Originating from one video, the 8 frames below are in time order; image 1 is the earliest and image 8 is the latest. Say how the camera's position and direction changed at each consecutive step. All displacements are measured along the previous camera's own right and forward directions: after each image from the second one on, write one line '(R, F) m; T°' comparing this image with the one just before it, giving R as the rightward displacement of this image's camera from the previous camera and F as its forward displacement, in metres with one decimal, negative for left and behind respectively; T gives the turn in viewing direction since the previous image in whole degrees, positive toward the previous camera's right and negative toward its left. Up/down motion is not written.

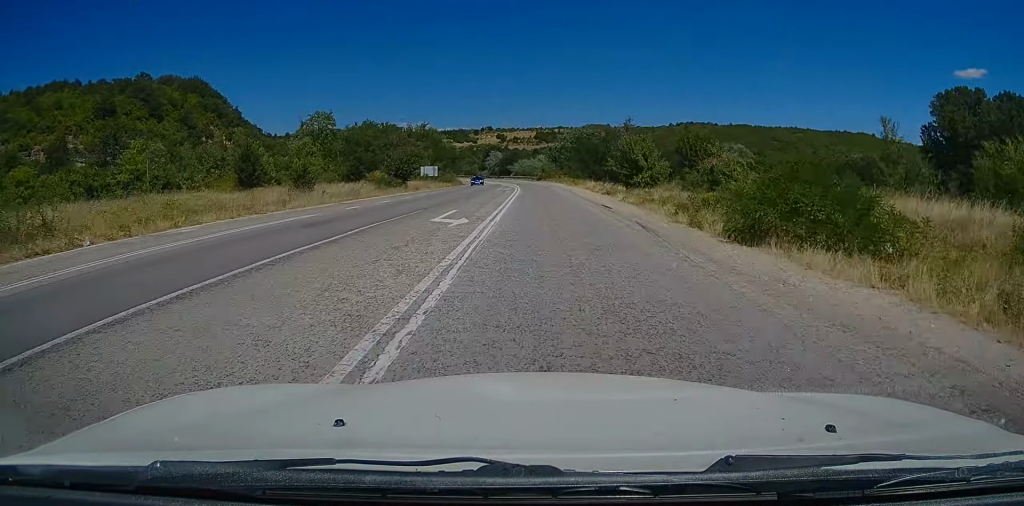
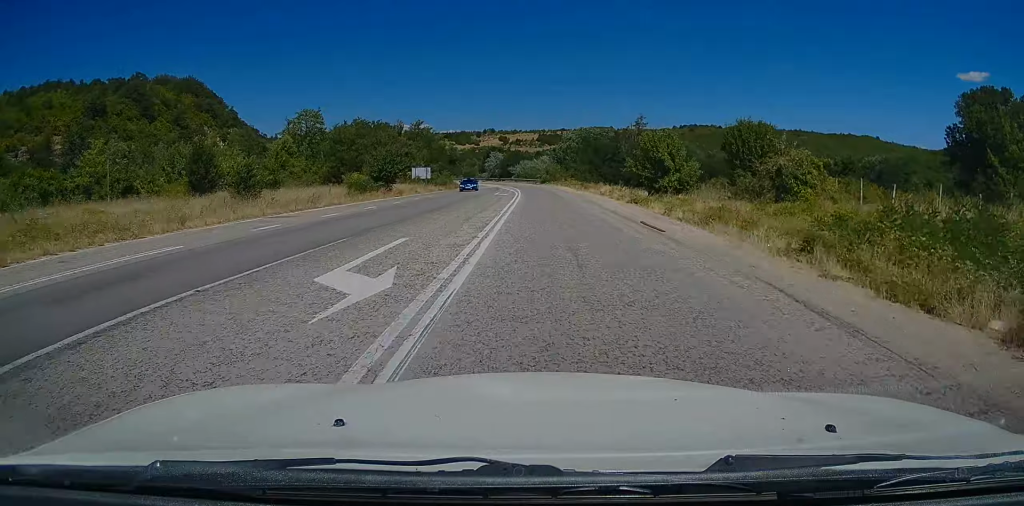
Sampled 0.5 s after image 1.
(-0.1, +9.4) m; 0°
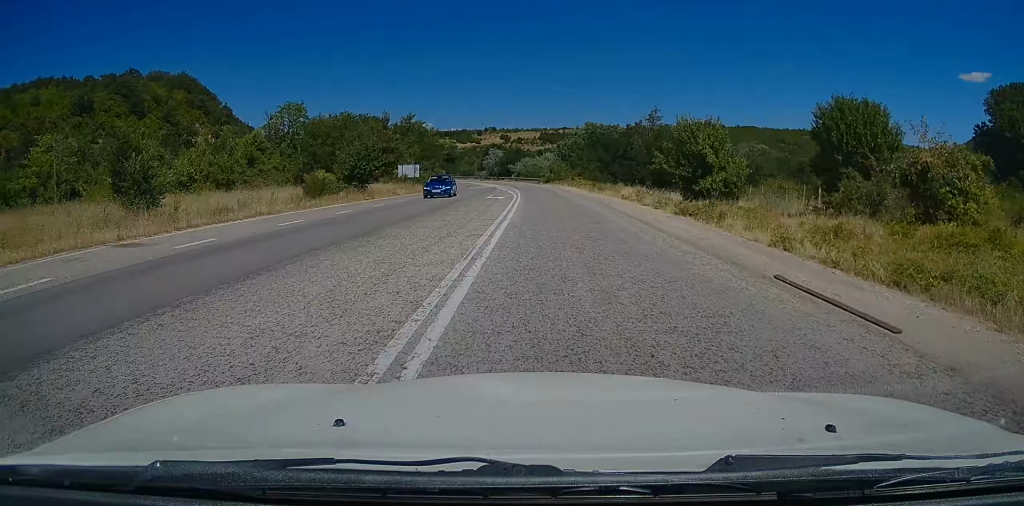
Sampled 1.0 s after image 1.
(-0.1, +10.0) m; 0°
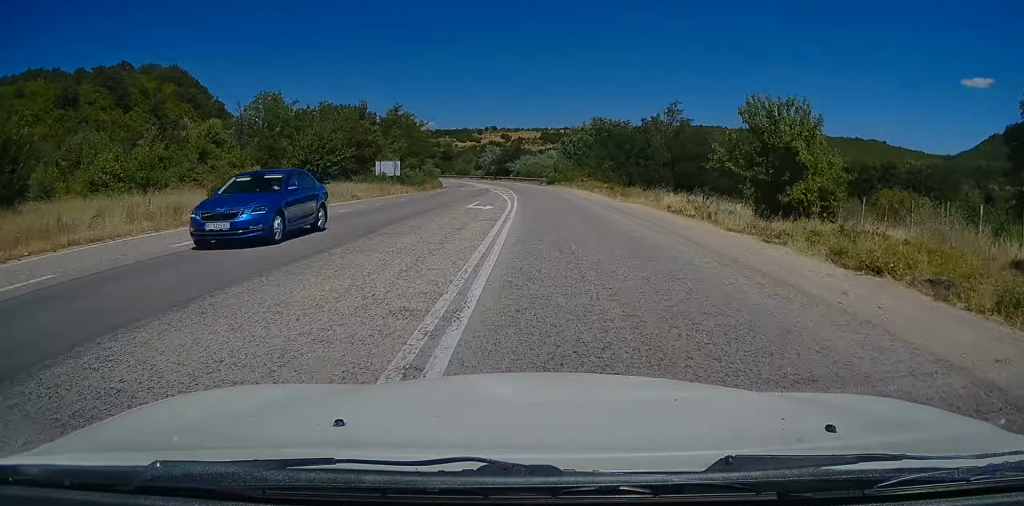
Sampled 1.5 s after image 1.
(0.0, +11.8) m; 0°
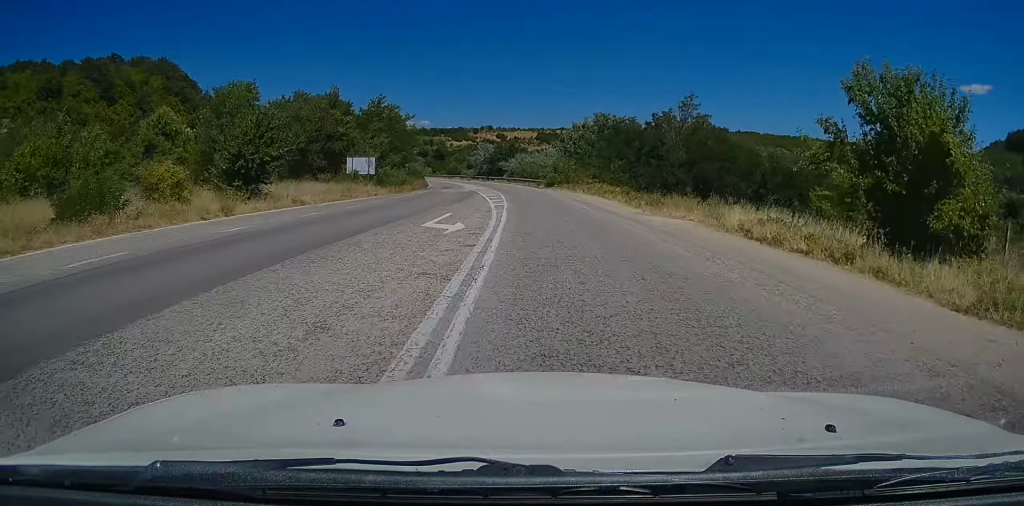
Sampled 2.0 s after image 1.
(0.0, +9.1) m; 0°
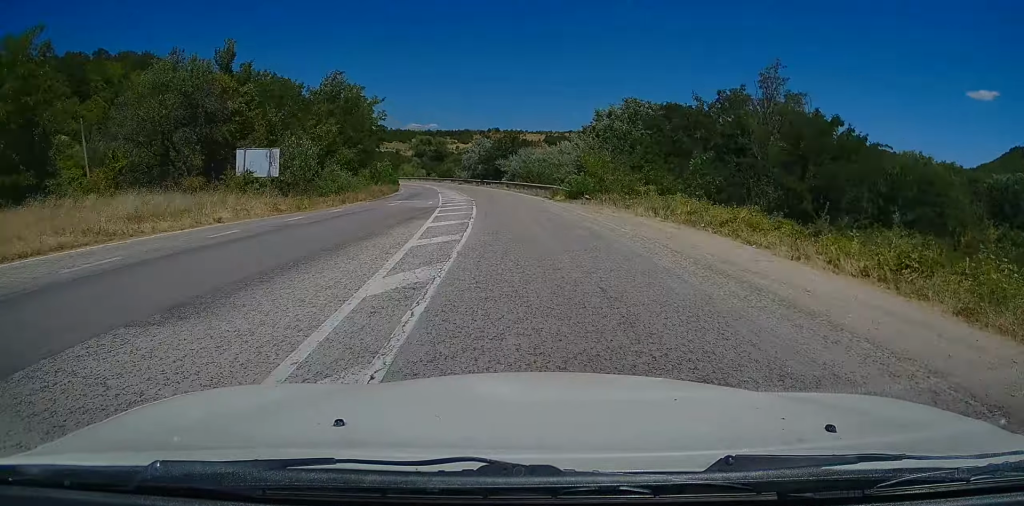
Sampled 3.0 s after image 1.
(-0.2, +23.5) m; -1°
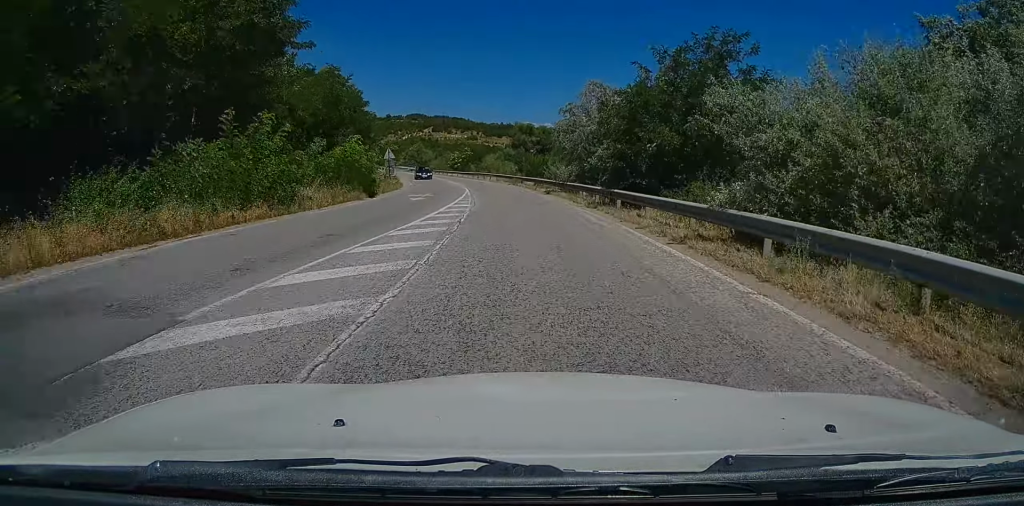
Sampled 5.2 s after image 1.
(-1.5, +51.2) m; -6°
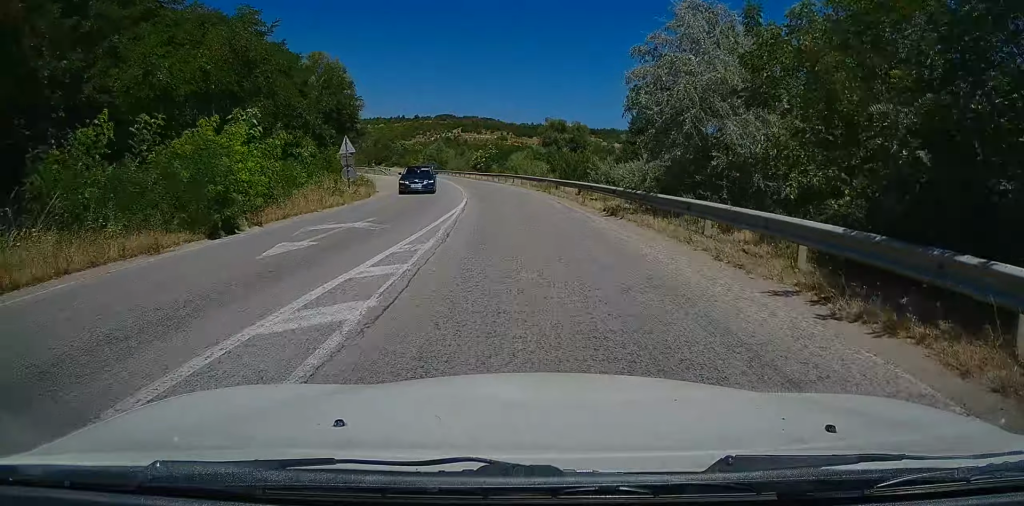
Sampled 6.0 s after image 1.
(-0.7, +17.4) m; -4°
